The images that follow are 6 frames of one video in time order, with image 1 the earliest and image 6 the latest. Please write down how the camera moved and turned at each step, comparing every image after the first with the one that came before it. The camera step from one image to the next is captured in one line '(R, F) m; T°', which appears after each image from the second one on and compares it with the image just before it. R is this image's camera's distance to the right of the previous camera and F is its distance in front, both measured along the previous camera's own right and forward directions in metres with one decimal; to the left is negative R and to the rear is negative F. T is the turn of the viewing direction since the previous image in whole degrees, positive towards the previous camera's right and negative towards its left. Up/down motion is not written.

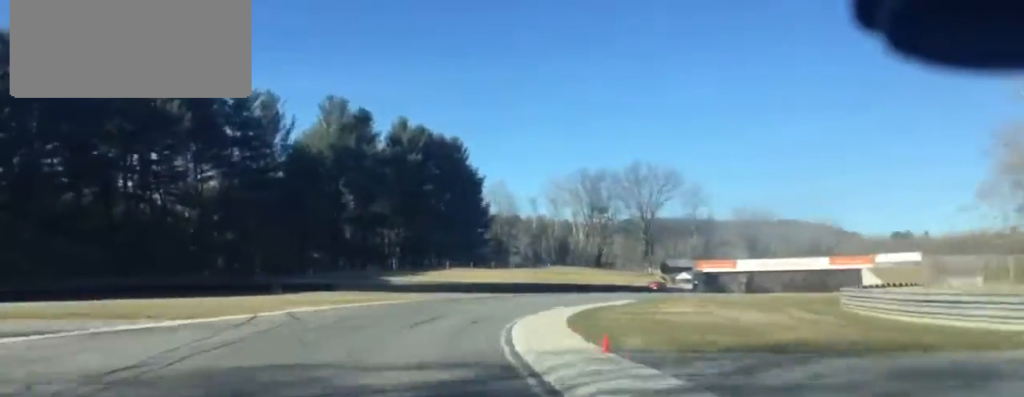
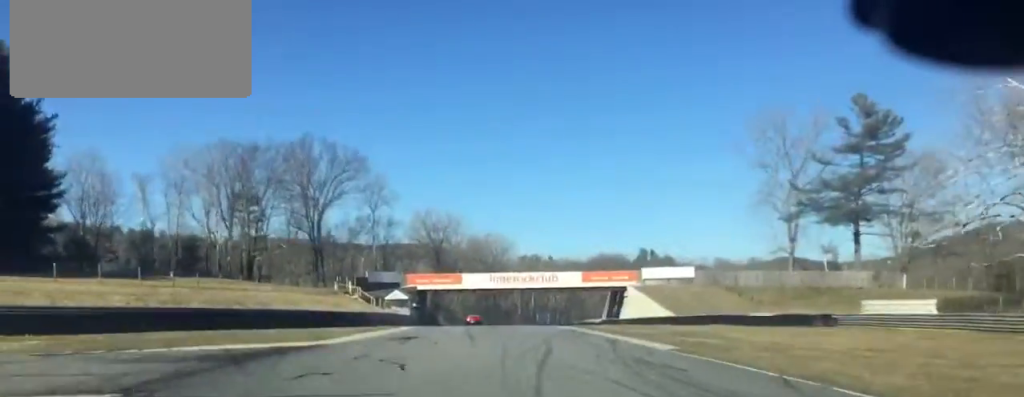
(+0.2, +45.8) m; 0°
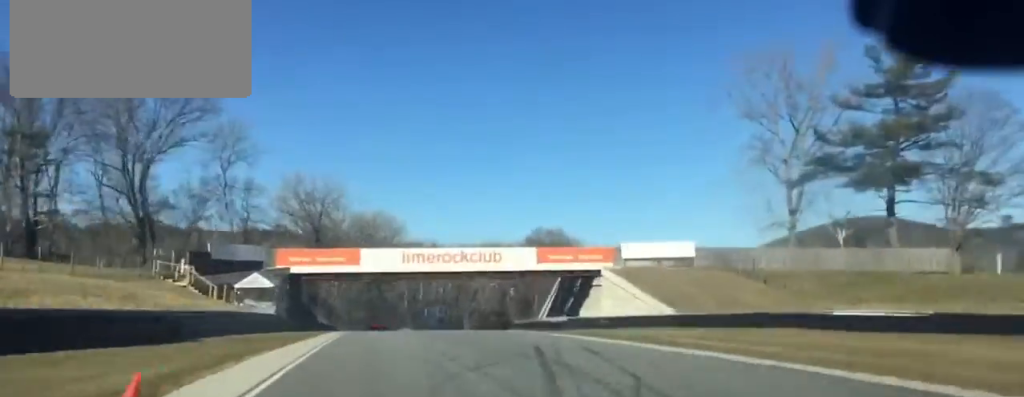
(0.0, +27.8) m; 0°
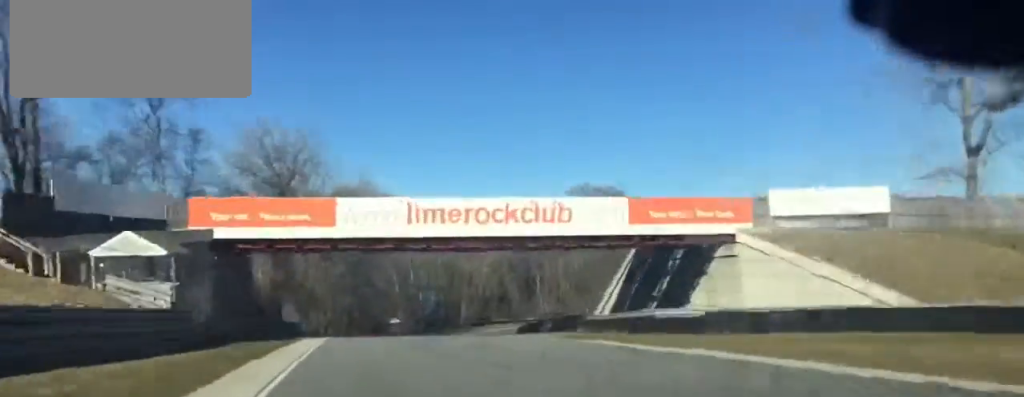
(0.0, +22.5) m; 0°
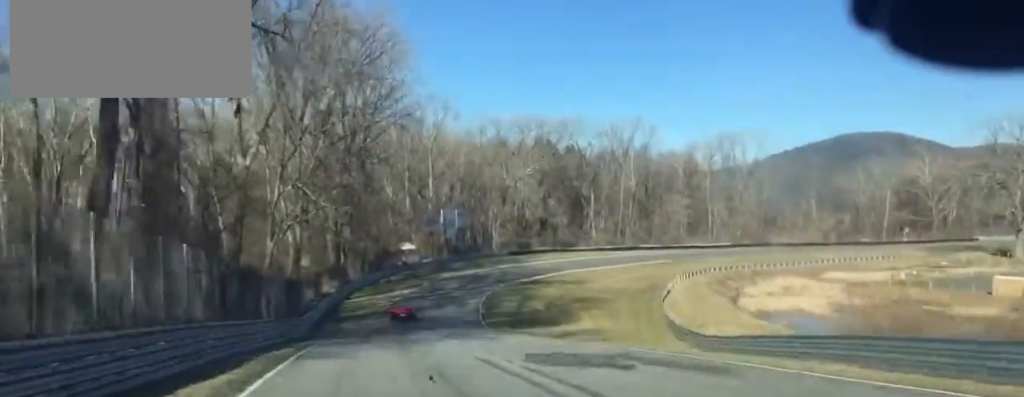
(+0.2, +52.4) m; 0°
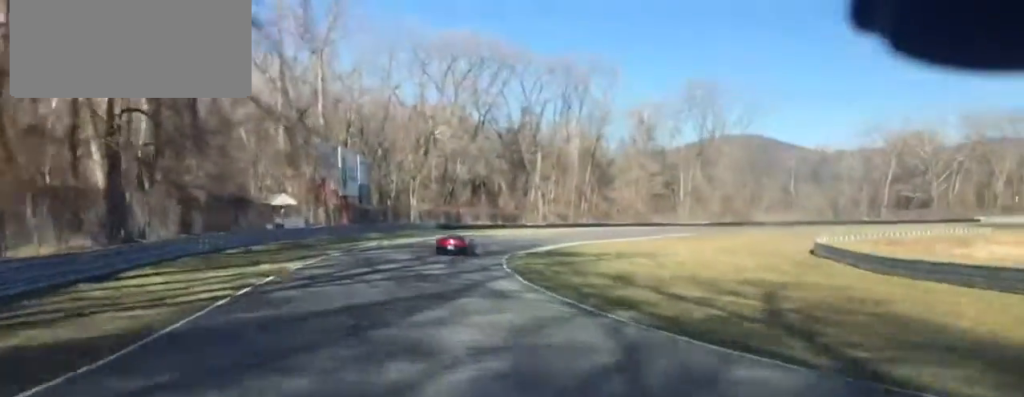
(+0.1, +45.3) m; 0°
